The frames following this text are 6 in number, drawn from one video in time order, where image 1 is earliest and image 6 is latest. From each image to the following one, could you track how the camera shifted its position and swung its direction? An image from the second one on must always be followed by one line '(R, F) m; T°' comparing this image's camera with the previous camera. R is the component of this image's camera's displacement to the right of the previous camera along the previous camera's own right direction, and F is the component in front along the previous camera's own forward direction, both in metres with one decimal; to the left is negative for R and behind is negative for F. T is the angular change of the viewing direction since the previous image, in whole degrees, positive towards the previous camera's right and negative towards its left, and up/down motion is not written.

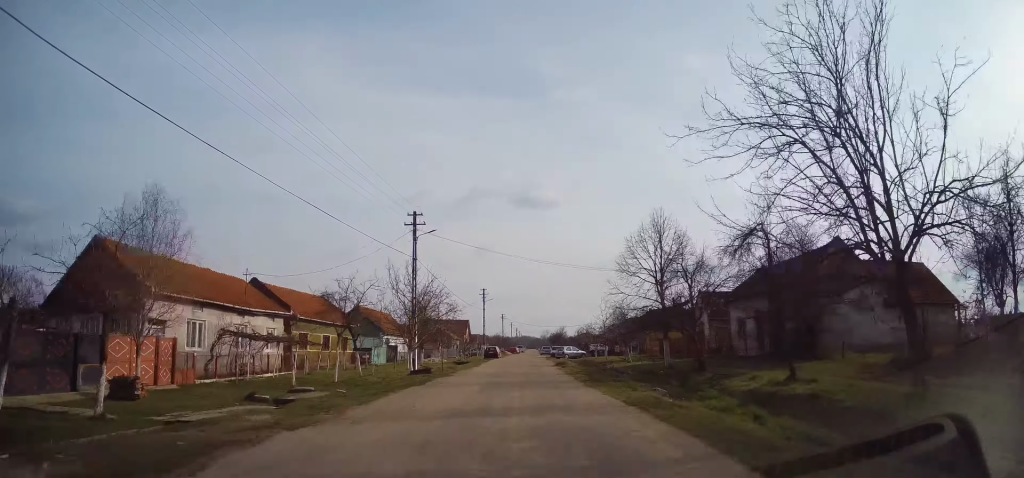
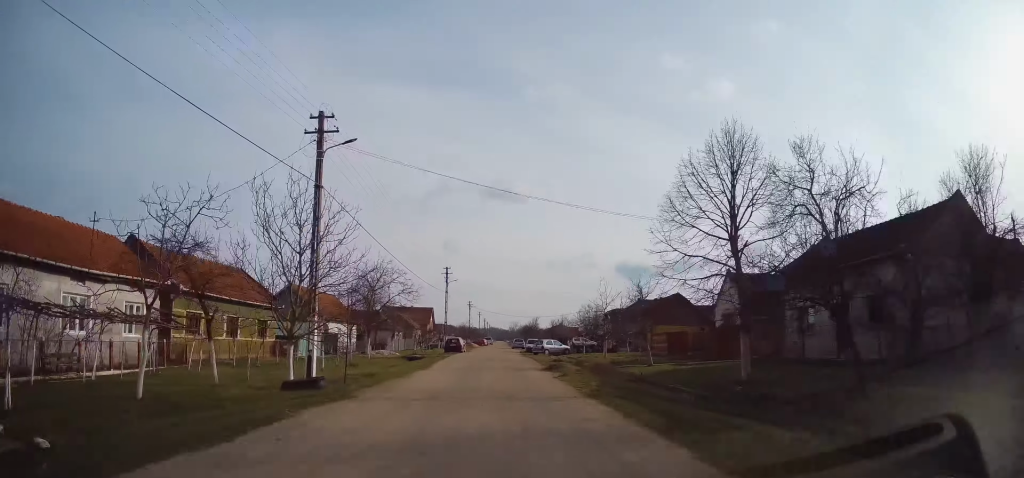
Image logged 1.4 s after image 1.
(+0.2, +10.0) m; +4°
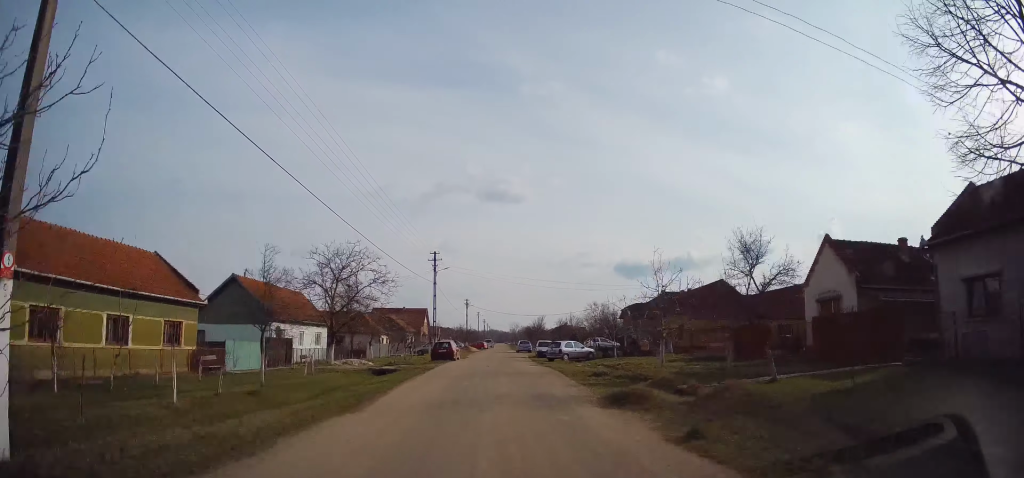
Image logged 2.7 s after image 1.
(+0.5, +10.5) m; +3°
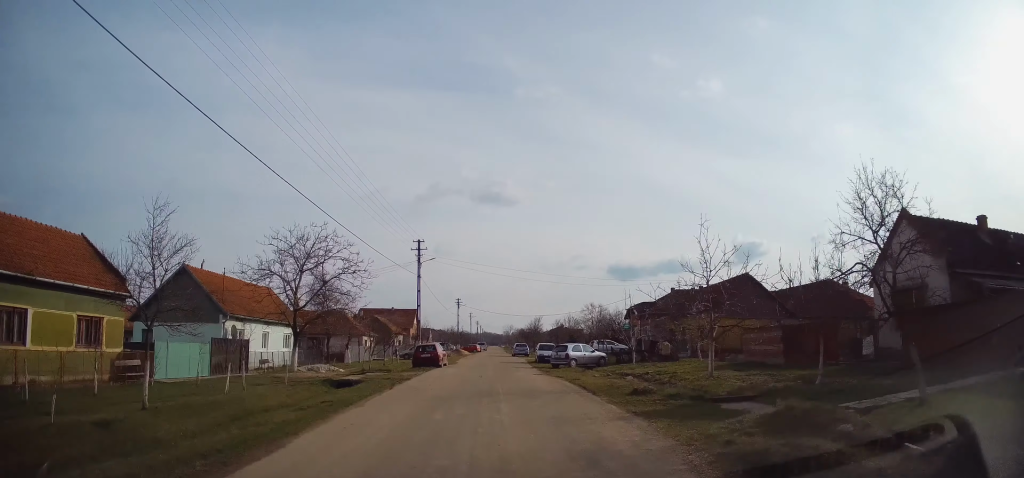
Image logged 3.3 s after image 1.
(0.0, +5.8) m; -1°
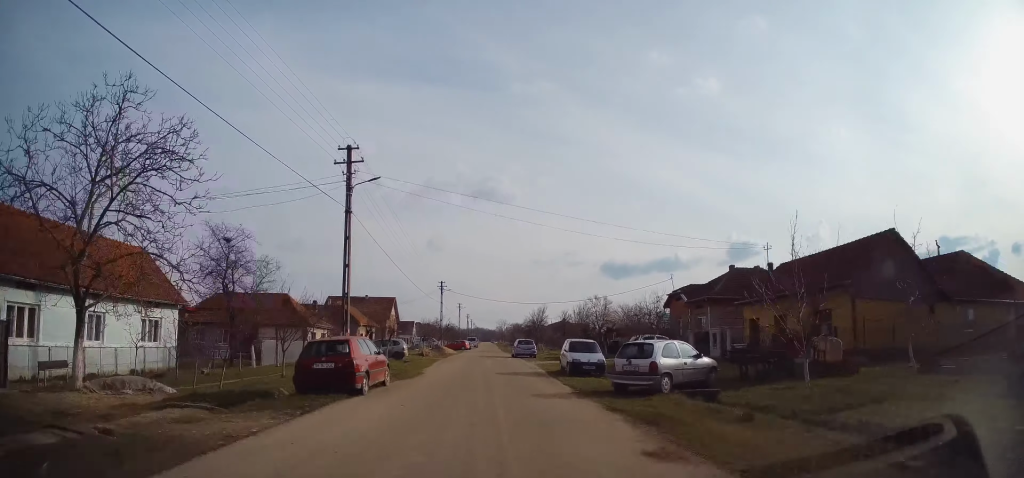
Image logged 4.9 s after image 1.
(-0.4, +16.9) m; 0°
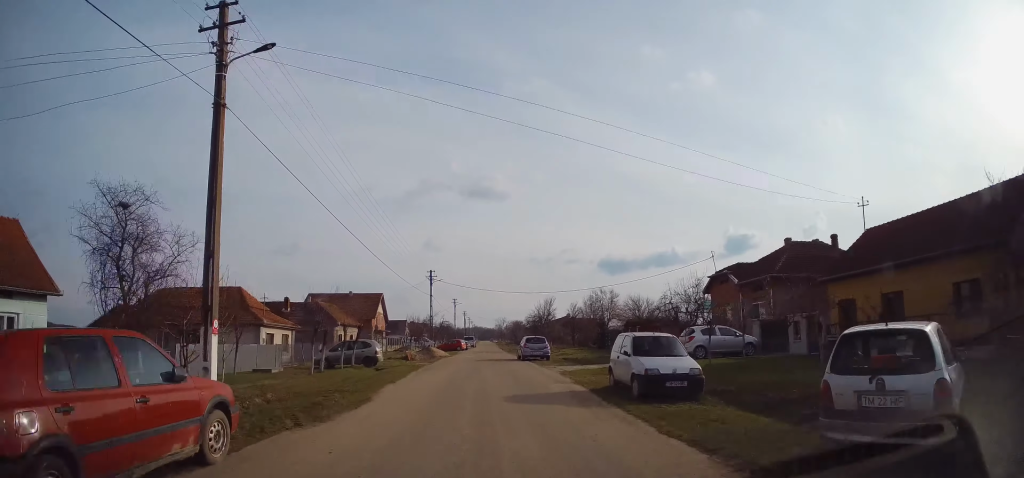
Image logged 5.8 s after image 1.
(+0.2, +9.3) m; +1°
